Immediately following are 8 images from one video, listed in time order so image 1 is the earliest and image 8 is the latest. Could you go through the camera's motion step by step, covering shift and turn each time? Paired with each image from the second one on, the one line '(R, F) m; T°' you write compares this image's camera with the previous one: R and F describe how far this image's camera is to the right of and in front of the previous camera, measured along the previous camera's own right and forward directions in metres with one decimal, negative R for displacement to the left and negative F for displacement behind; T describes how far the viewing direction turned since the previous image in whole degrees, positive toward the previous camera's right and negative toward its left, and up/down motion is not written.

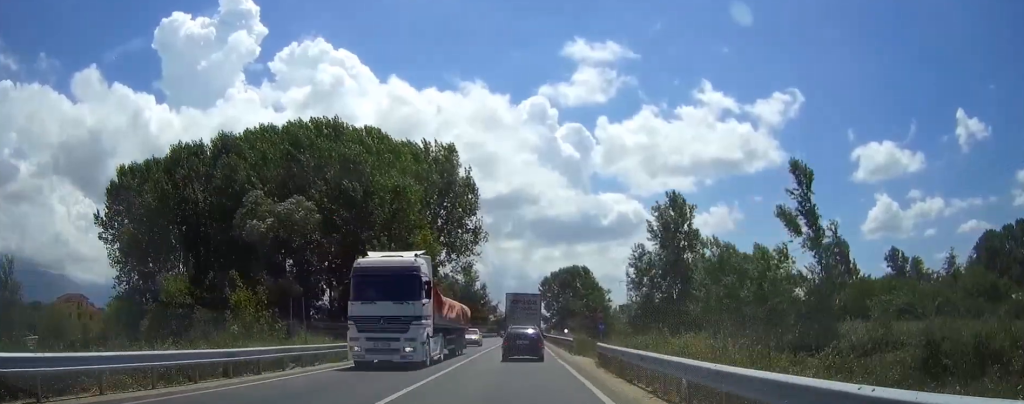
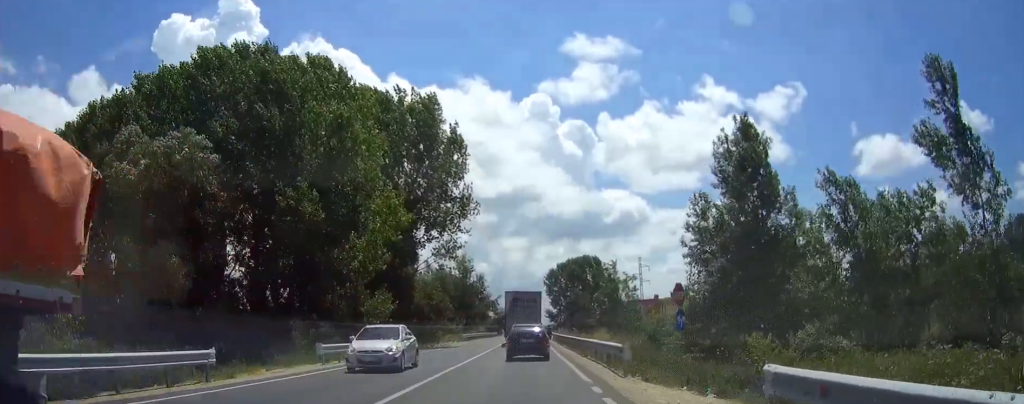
(0.0, +17.6) m; 0°
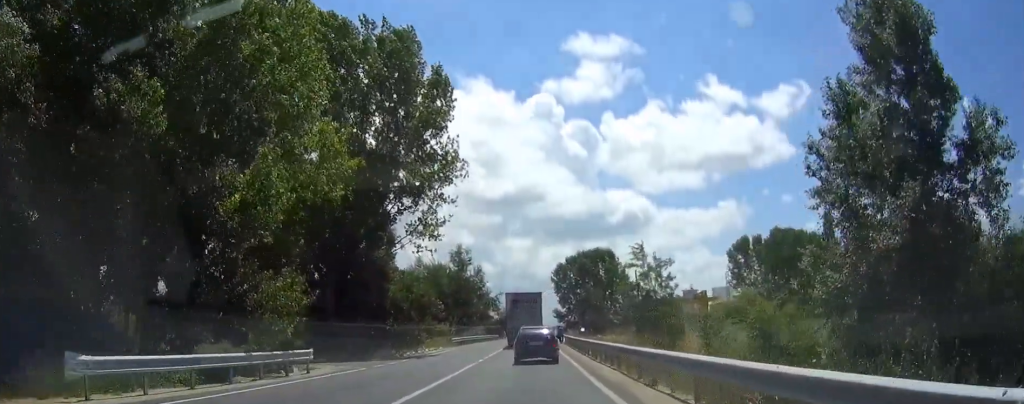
(-0.1, +15.1) m; -1°
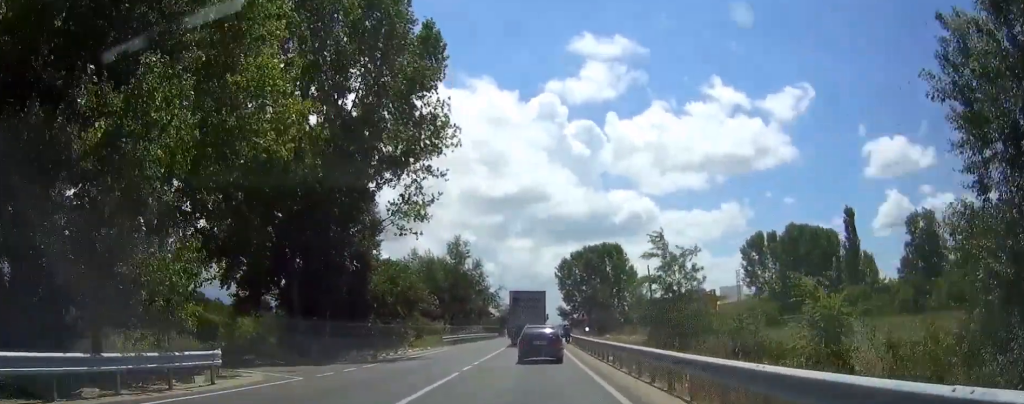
(0.0, +7.3) m; 0°
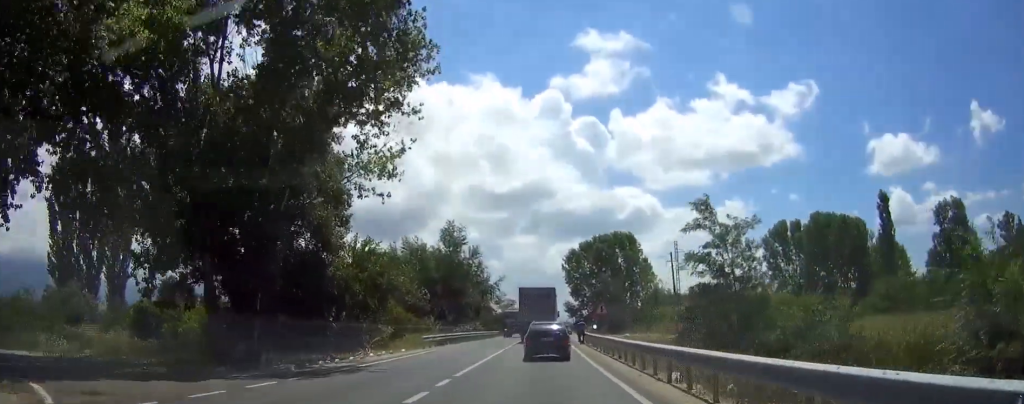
(-0.1, +10.6) m; 0°
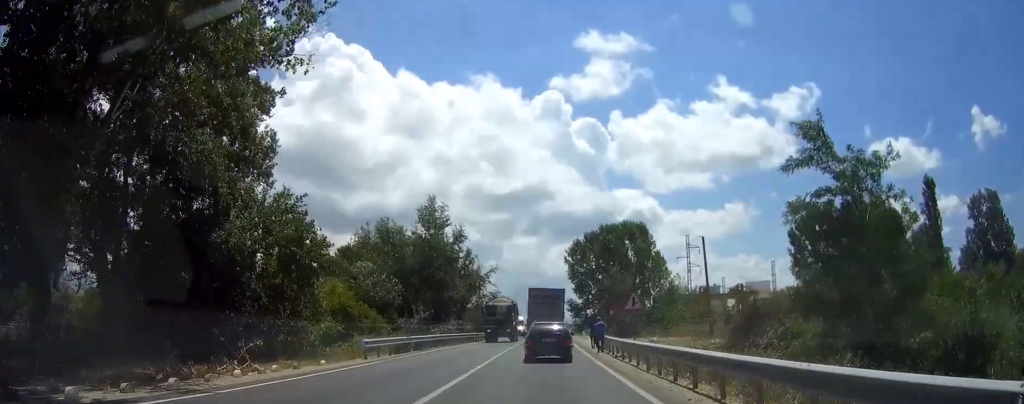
(+0.1, +13.6) m; 0°
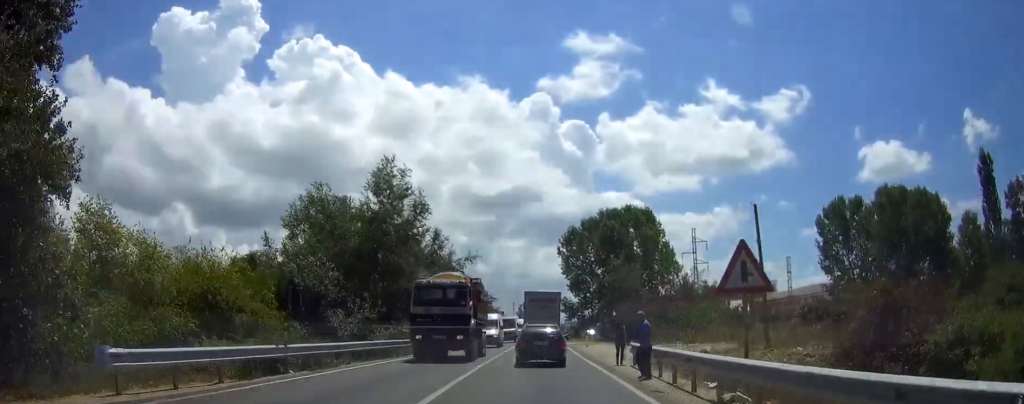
(0.0, +16.0) m; 0°
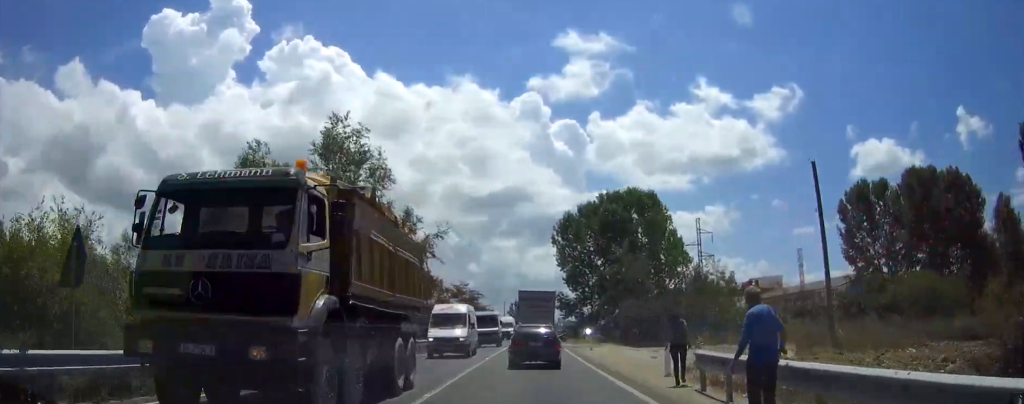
(+0.1, +10.2) m; 0°
